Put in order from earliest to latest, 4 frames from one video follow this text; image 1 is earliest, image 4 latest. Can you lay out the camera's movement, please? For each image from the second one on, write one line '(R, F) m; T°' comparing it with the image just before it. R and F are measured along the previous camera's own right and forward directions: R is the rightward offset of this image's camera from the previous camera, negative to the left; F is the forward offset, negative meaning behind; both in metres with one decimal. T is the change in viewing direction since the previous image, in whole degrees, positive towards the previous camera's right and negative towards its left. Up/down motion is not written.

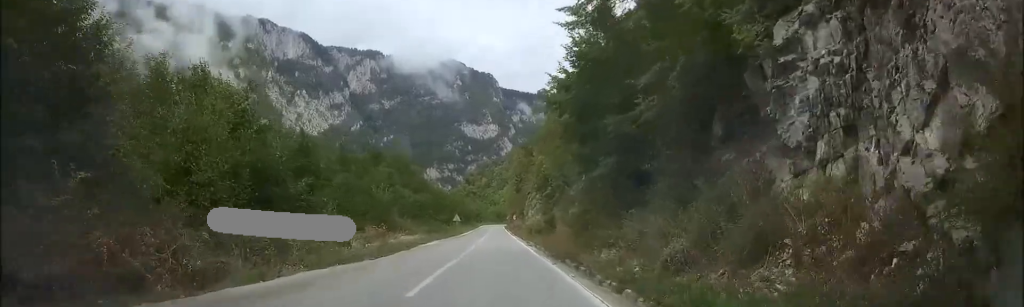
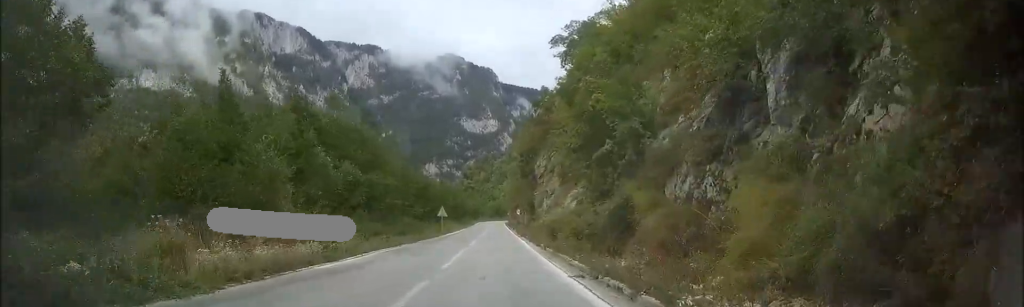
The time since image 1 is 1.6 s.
(0.0, +22.7) m; 0°
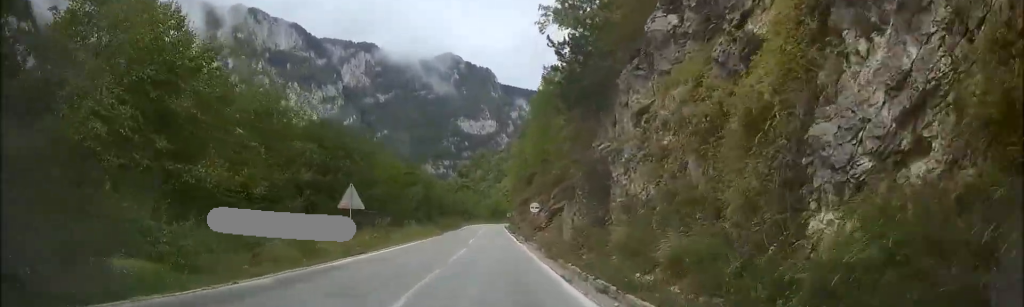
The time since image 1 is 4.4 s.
(-0.1, +45.7) m; 0°
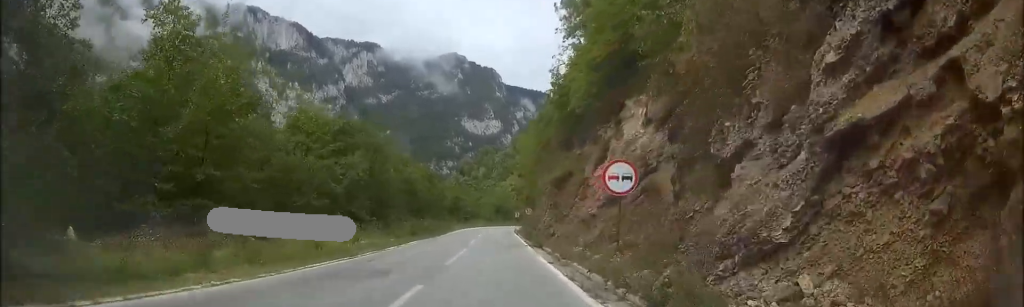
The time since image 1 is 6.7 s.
(+0.2, +37.1) m; +1°
